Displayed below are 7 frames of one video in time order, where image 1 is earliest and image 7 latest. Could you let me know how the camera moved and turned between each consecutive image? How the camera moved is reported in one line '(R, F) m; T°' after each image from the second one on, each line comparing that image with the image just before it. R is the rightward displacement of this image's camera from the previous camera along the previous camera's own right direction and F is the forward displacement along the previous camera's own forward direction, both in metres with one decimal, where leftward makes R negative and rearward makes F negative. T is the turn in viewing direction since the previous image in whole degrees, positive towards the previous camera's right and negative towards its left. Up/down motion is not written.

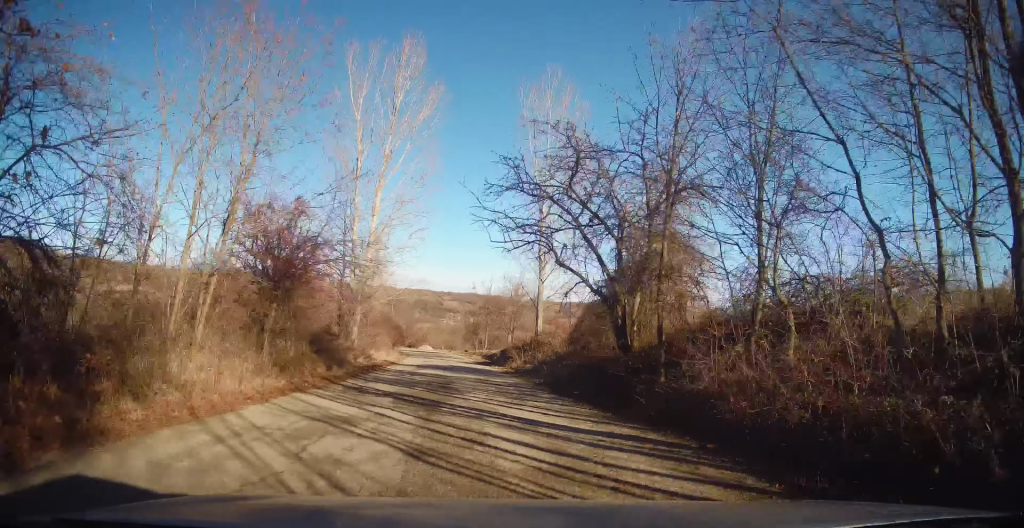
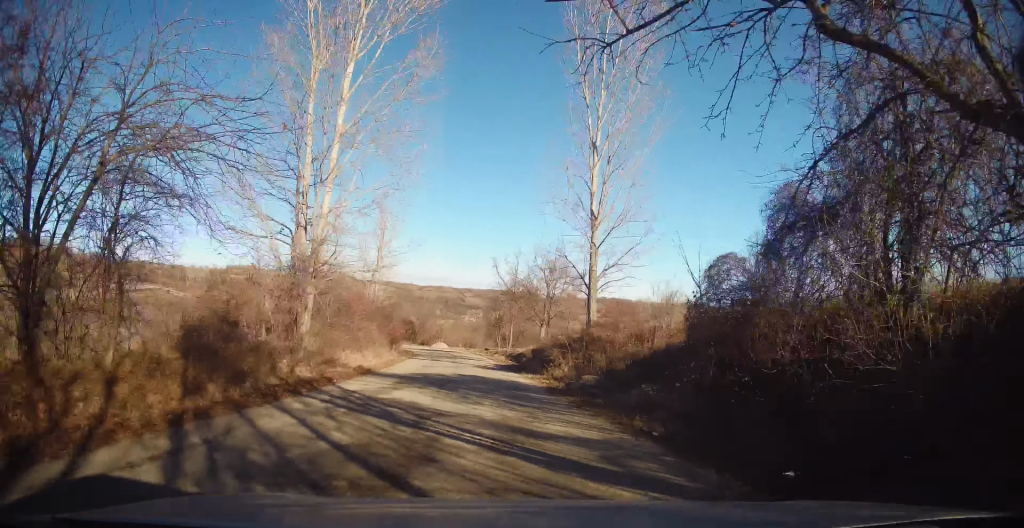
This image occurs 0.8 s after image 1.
(-0.5, +11.6) m; -3°
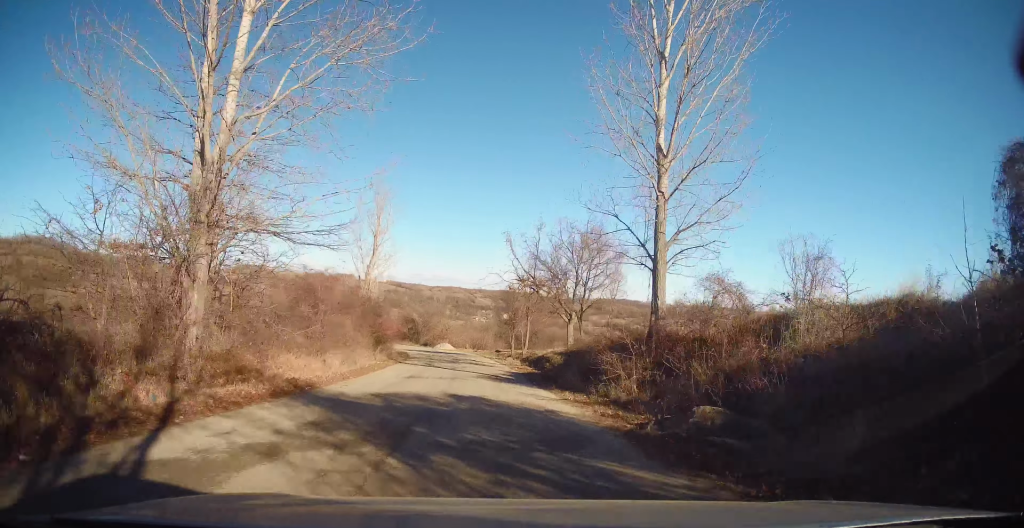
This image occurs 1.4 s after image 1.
(-0.2, +8.3) m; -1°
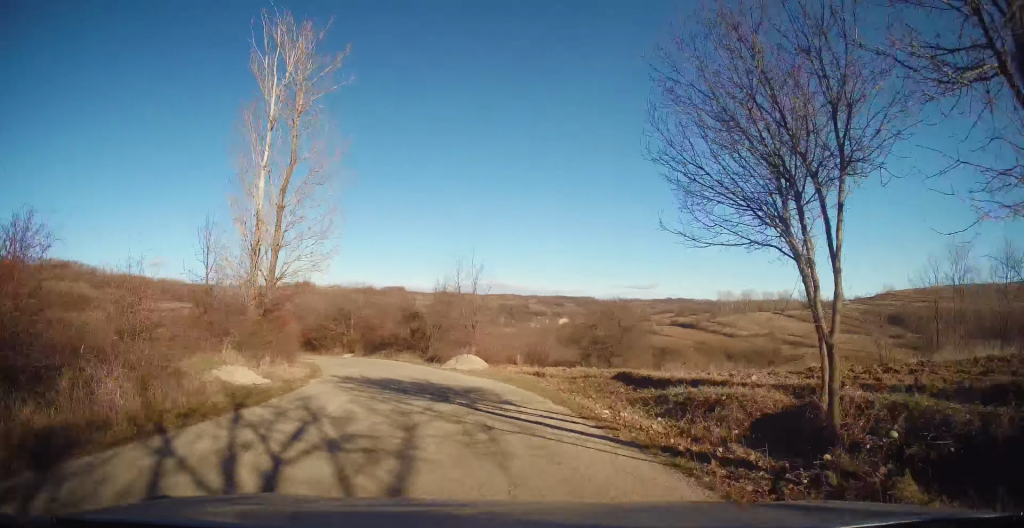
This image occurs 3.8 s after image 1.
(-1.0, +35.6) m; -6°
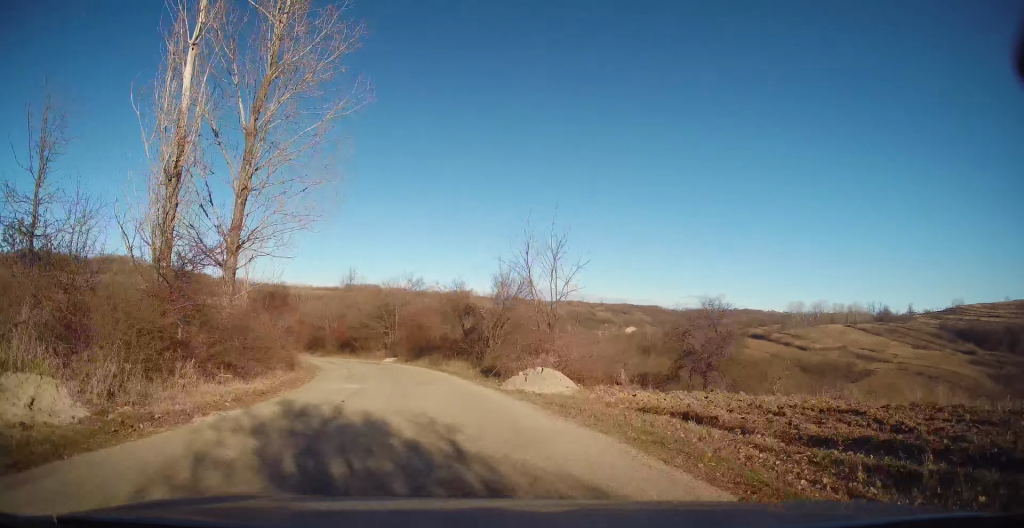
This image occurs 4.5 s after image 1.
(-0.5, +10.9) m; -5°
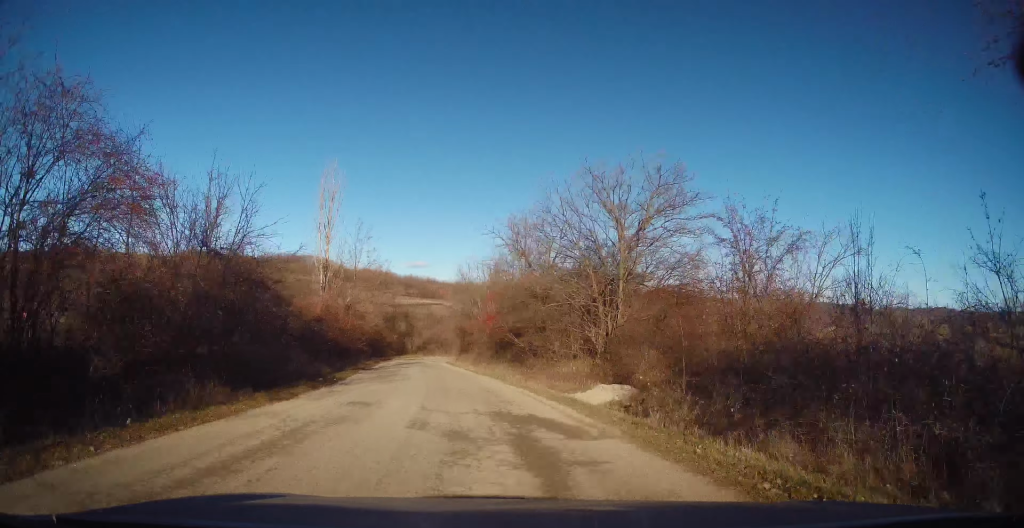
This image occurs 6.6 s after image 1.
(-5.7, +31.7) m; -21°
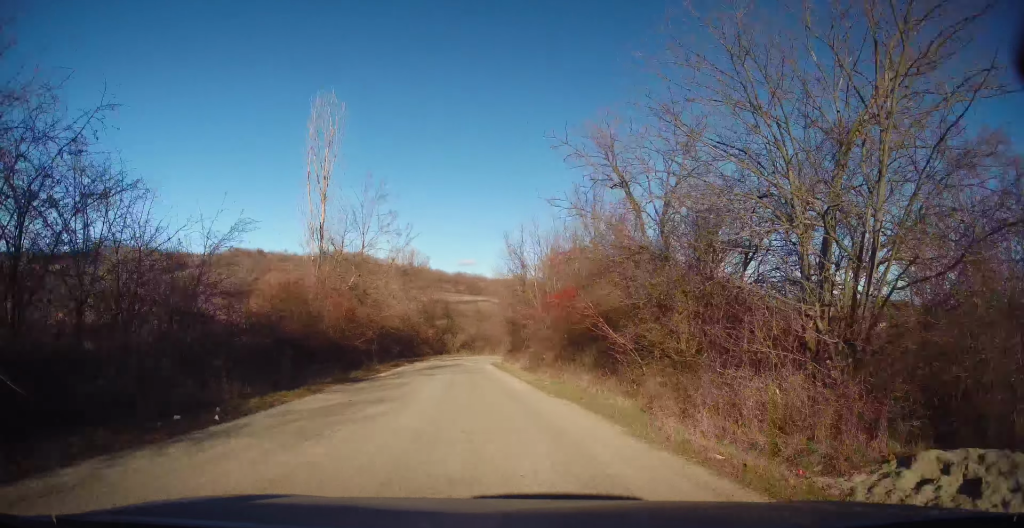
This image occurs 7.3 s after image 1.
(-0.6, +10.9) m; -5°
